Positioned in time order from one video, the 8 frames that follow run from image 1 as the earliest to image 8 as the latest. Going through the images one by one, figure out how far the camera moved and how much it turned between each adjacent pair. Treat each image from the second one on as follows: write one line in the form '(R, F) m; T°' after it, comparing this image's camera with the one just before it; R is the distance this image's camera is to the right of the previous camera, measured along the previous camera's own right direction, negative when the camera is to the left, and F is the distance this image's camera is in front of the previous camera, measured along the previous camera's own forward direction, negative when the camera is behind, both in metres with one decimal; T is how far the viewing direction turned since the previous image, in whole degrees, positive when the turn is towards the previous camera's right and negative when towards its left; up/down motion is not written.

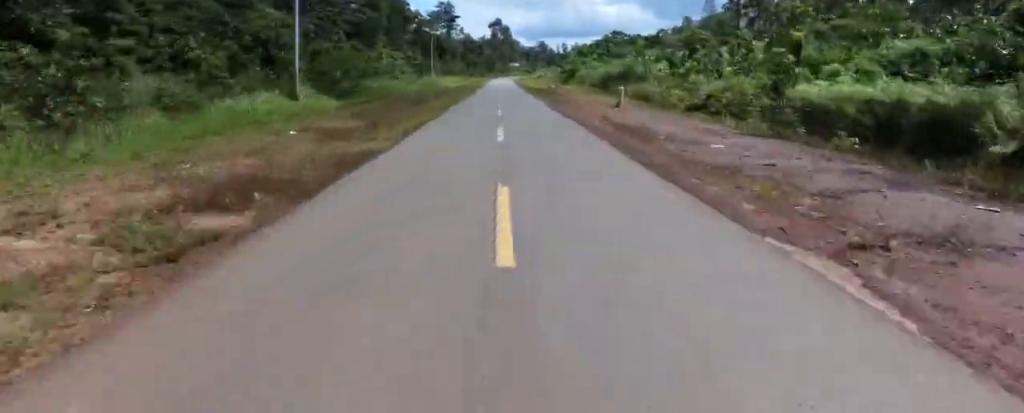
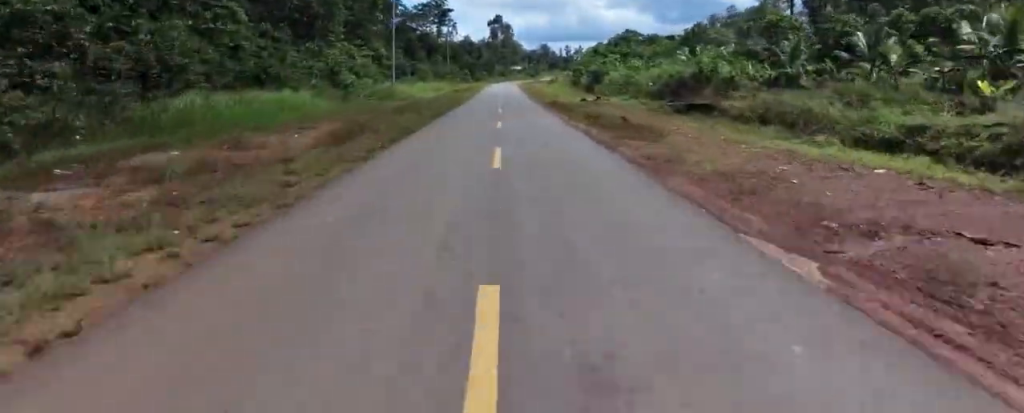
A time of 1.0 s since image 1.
(-0.7, +27.6) m; +2°
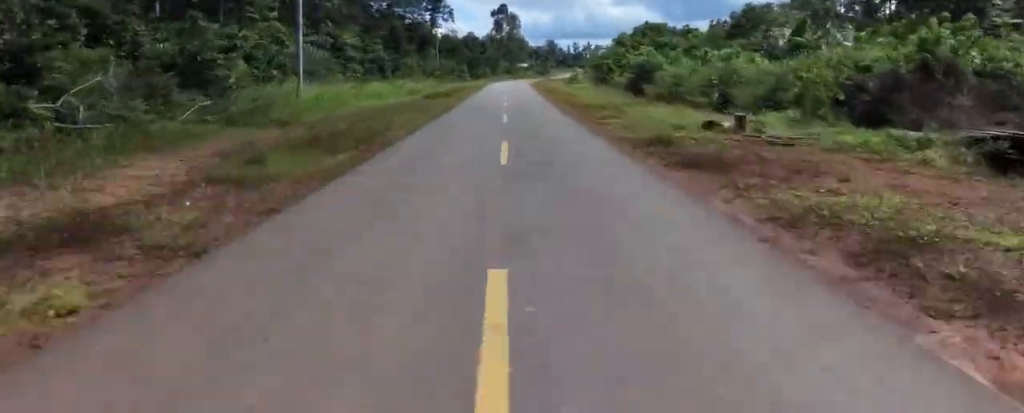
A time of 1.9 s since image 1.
(+1.4, +23.7) m; +3°
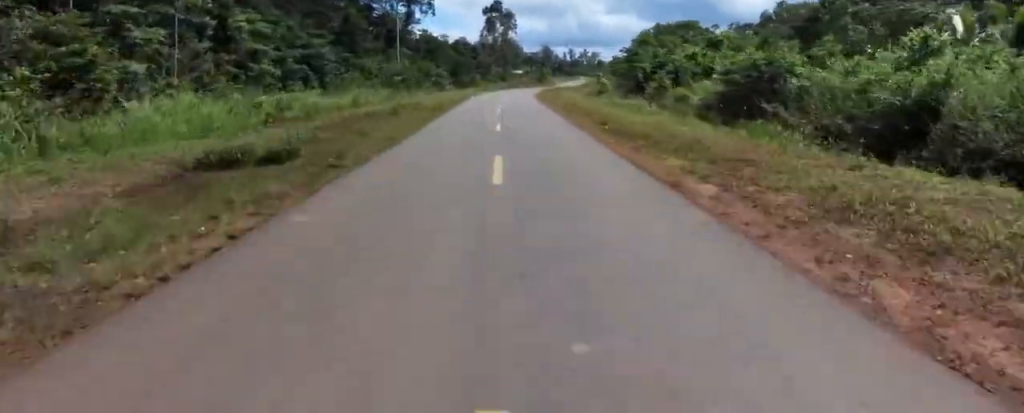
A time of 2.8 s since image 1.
(0.0, +26.0) m; 0°
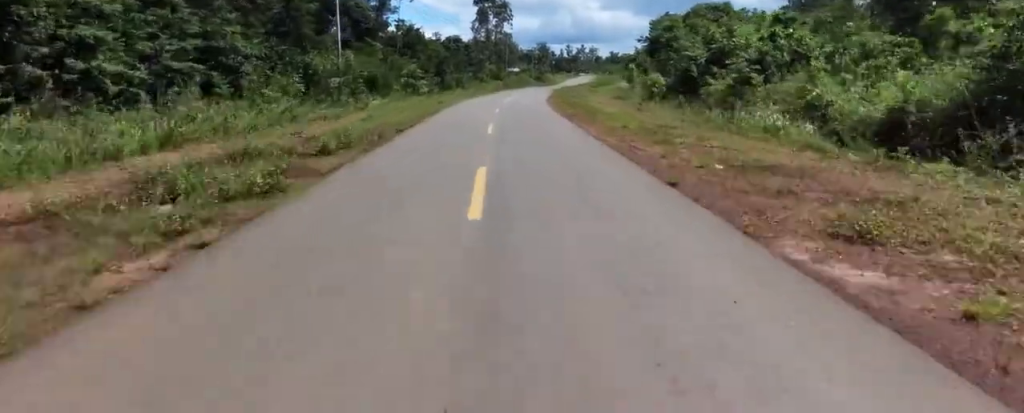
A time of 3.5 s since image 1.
(0.0, +17.6) m; -1°
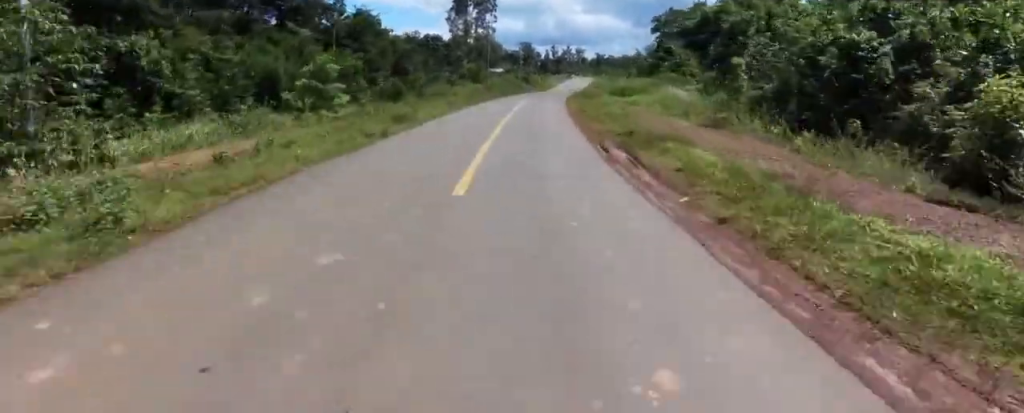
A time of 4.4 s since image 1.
(-0.5, +22.6) m; -2°
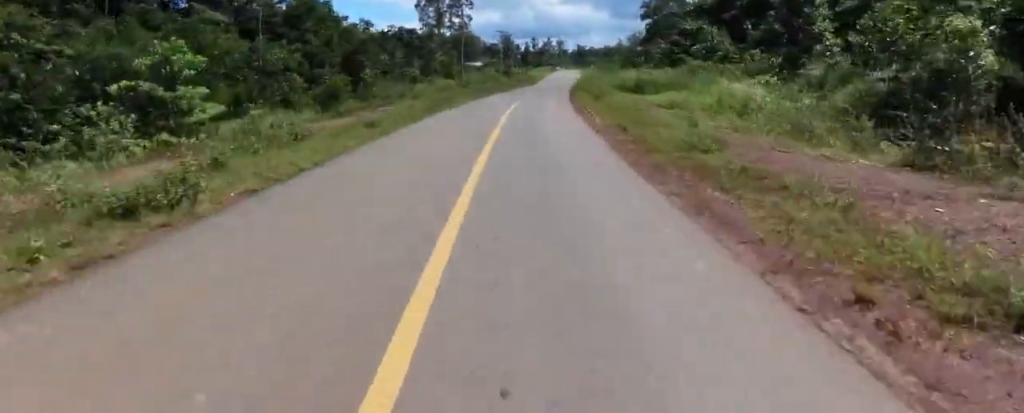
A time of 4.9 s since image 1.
(-0.2, +12.9) m; -1°
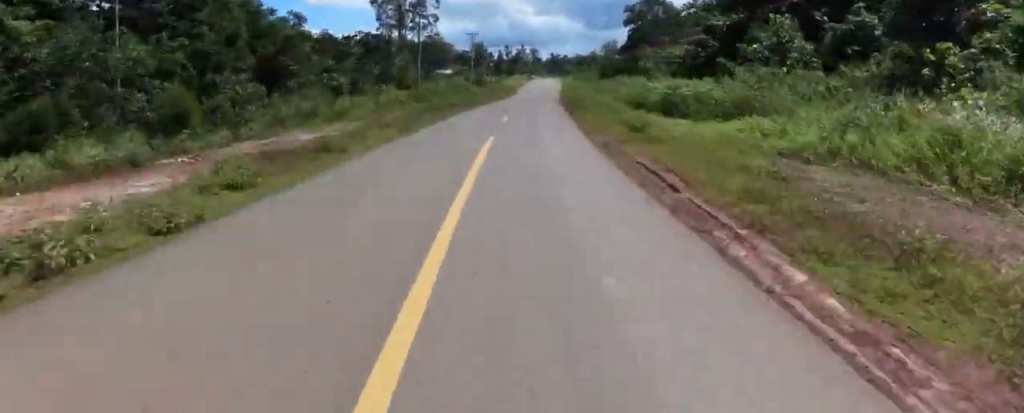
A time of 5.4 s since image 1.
(0.0, +12.5) m; +1°
